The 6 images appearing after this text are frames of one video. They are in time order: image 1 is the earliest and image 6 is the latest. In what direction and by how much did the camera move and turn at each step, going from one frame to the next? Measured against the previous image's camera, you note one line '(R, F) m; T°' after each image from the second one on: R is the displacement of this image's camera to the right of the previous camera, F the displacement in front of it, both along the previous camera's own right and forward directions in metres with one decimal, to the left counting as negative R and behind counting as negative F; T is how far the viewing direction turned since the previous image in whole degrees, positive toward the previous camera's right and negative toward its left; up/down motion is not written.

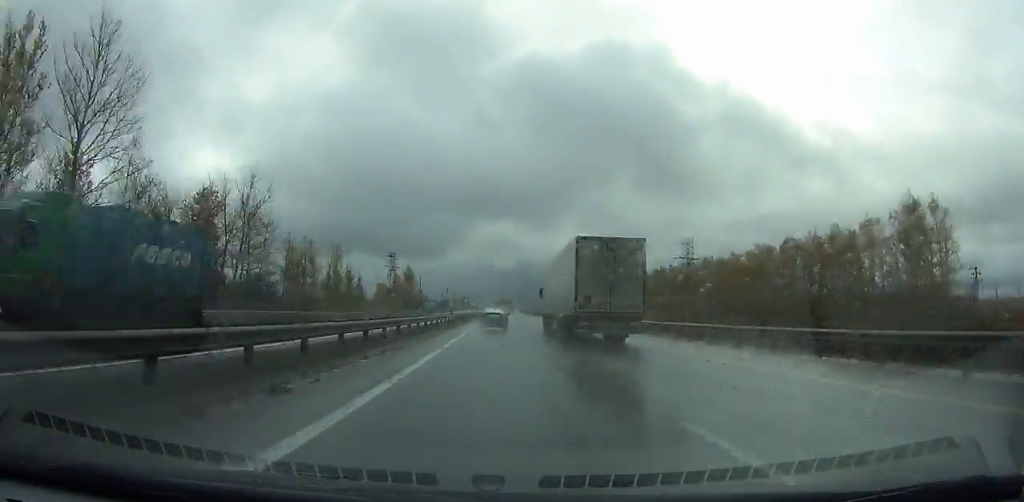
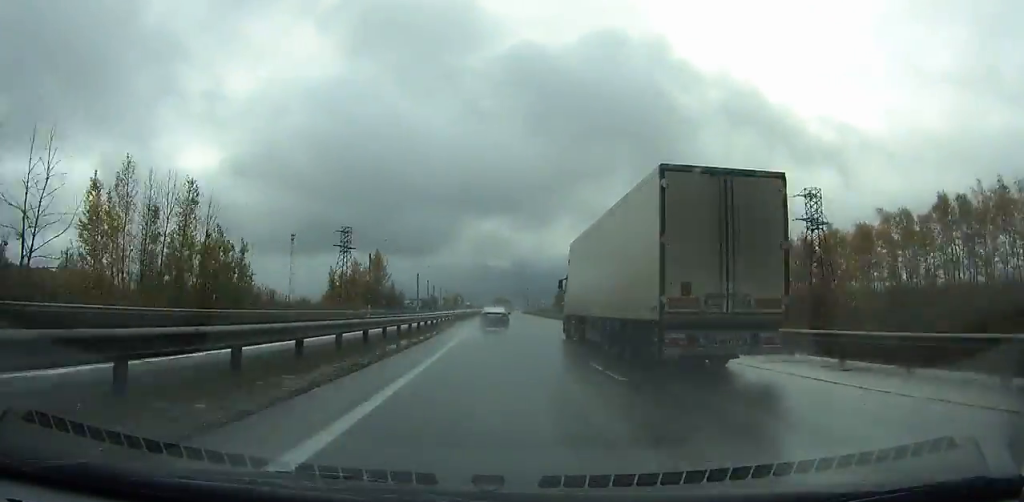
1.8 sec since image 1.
(0.0, +52.6) m; 0°
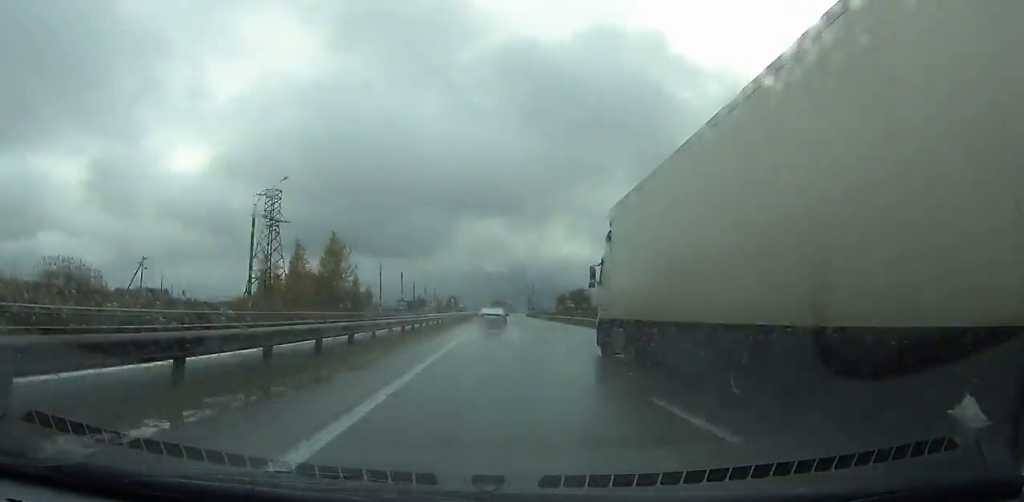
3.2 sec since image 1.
(-0.1, +40.9) m; 0°
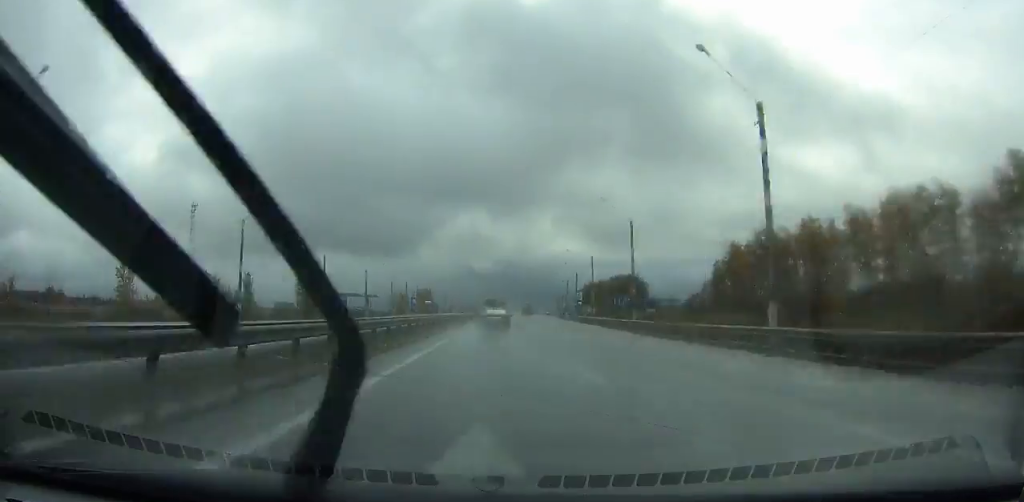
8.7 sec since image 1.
(+1.2, +160.6) m; +1°
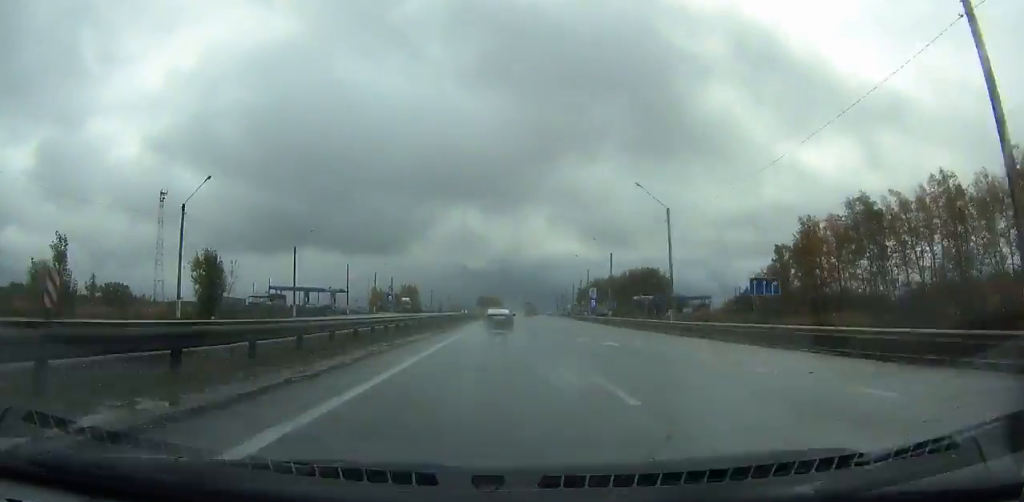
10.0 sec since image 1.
(+0.1, +38.0) m; +1°
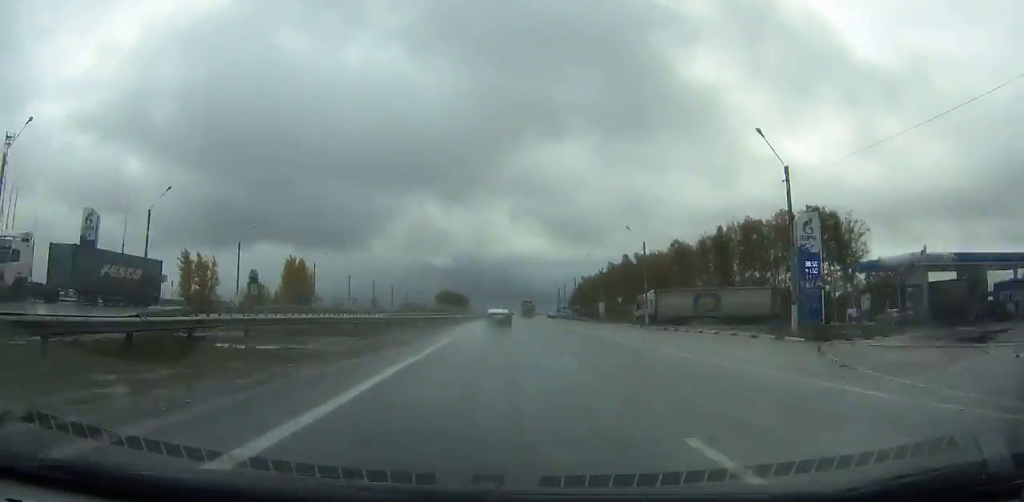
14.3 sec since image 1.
(+2.7, +125.5) m; +3°
